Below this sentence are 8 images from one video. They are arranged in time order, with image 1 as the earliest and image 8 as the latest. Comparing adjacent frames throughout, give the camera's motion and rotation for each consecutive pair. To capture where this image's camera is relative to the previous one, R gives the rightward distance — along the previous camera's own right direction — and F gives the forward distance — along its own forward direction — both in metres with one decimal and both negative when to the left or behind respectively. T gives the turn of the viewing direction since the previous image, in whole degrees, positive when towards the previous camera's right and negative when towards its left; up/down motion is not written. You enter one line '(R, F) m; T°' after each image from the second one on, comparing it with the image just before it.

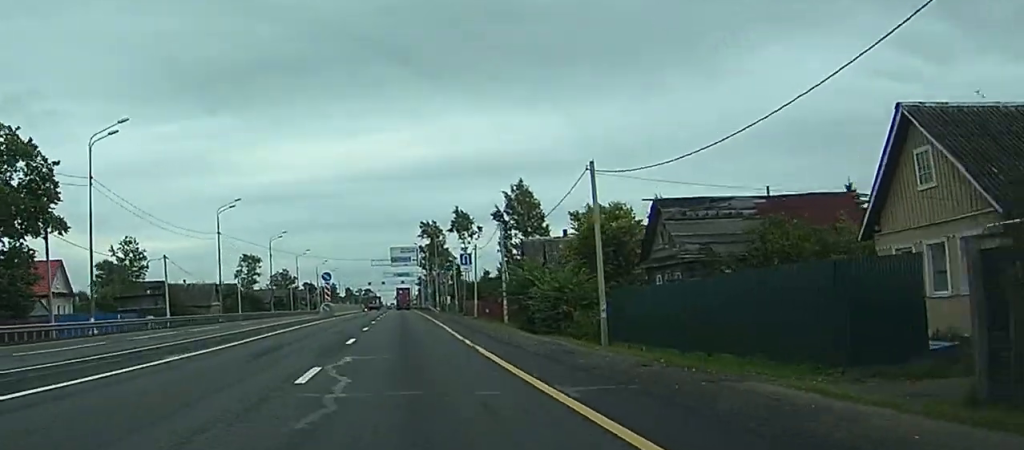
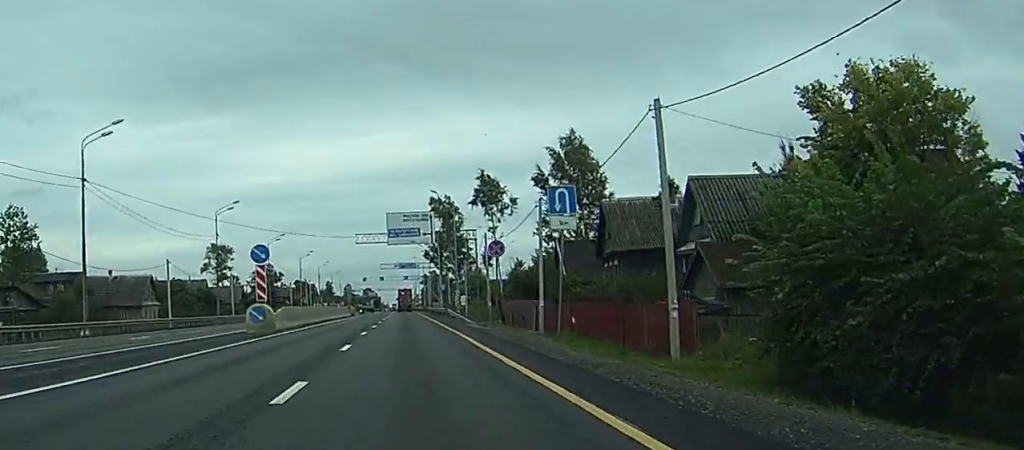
(+0.4, +38.9) m; +1°
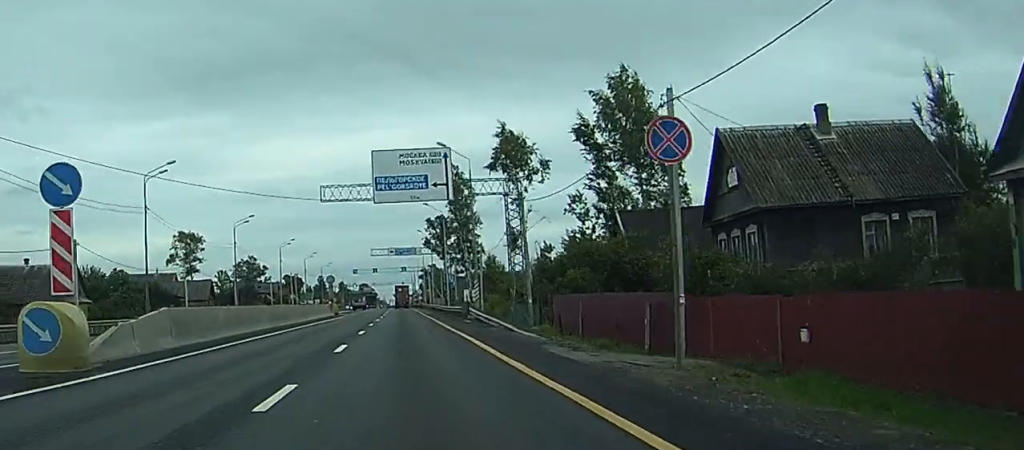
(-0.5, +24.0) m; -3°
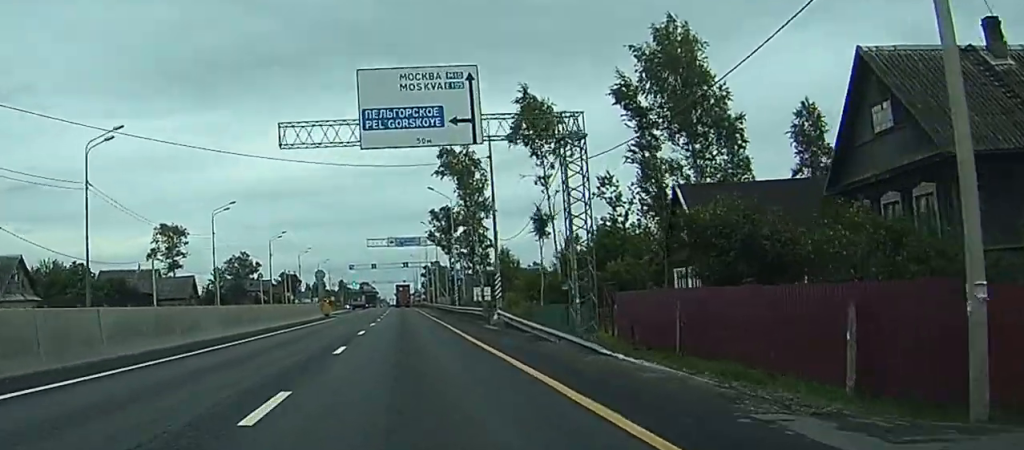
(-0.3, +12.8) m; -1°
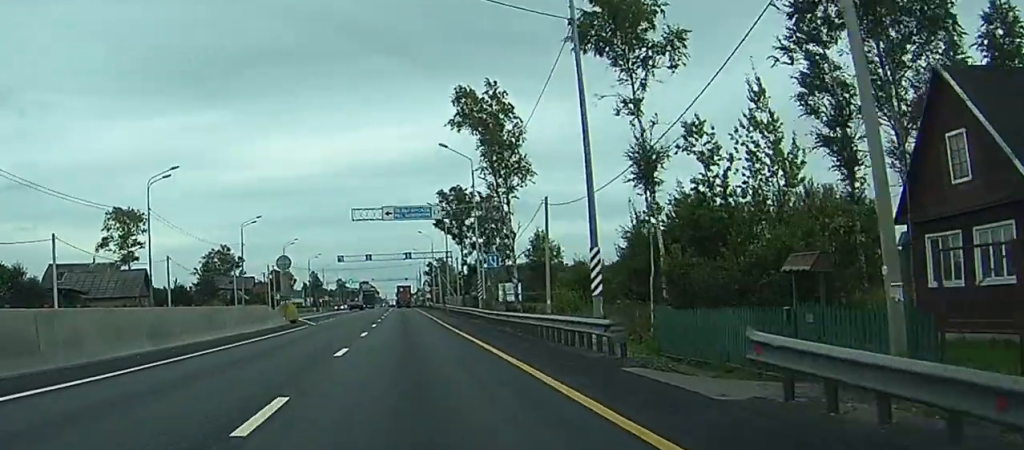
(+0.5, +24.1) m; +1°
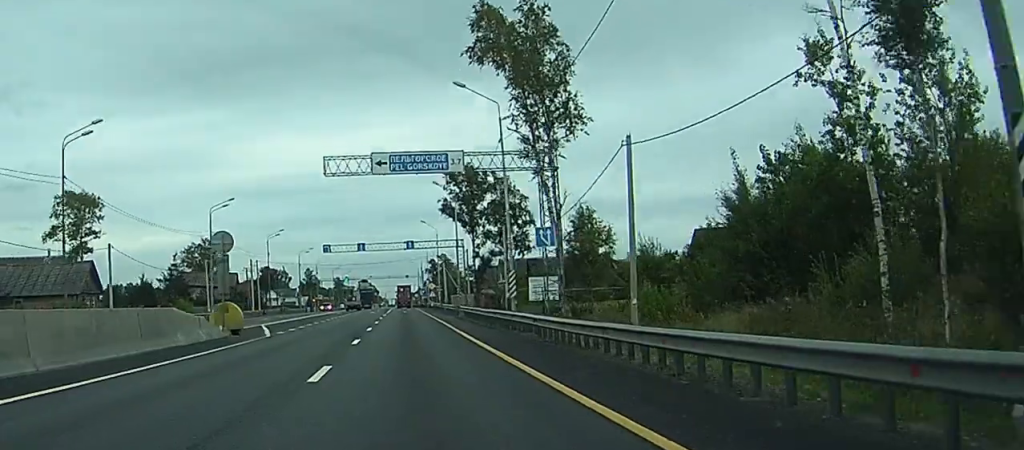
(0.0, +17.7) m; 0°
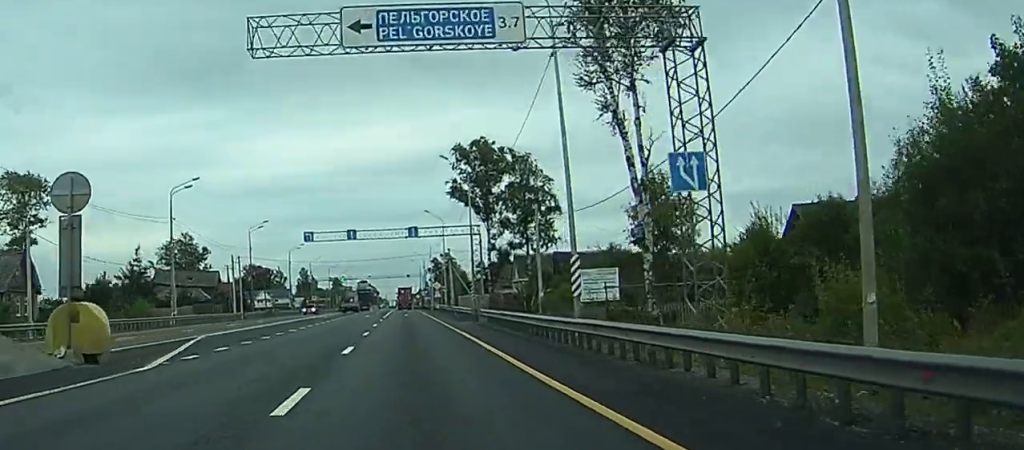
(0.0, +15.7) m; 0°
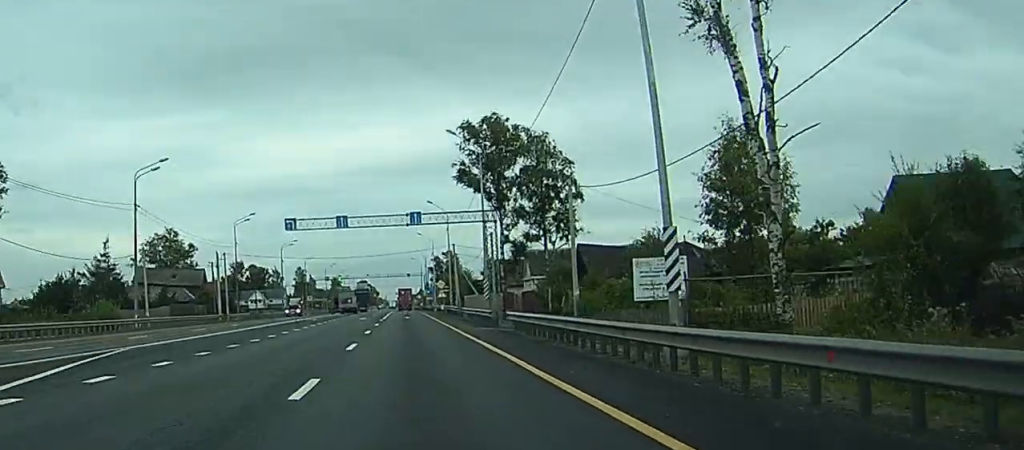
(+0.1, +10.0) m; 0°
